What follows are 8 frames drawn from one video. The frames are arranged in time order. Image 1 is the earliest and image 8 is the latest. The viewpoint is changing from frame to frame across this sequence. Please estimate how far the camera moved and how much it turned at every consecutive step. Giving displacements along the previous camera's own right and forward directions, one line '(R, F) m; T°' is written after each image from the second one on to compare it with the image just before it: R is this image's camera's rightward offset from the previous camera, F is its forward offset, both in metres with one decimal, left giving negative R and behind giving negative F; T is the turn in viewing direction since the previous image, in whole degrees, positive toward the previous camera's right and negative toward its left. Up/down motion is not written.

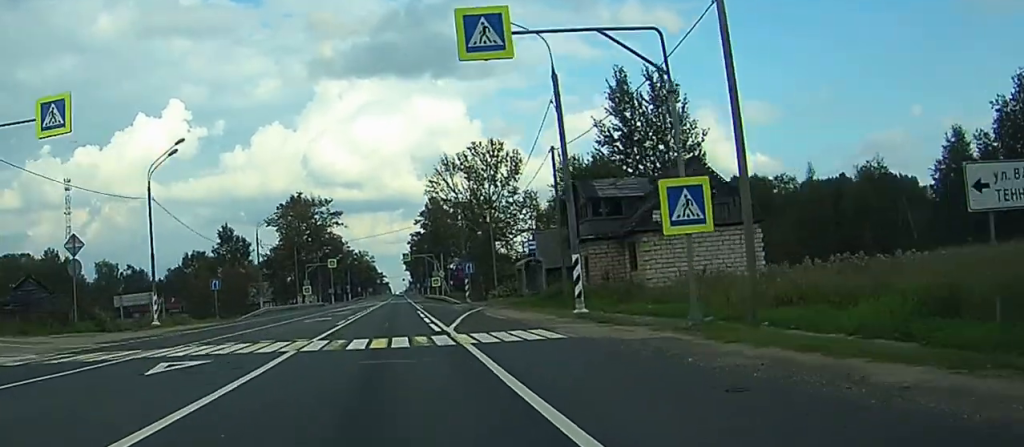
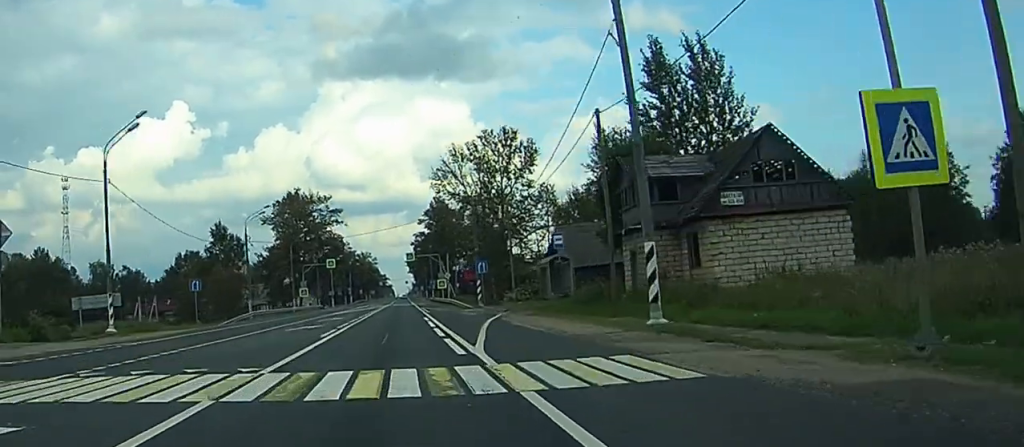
(0.0, +9.1) m; 0°
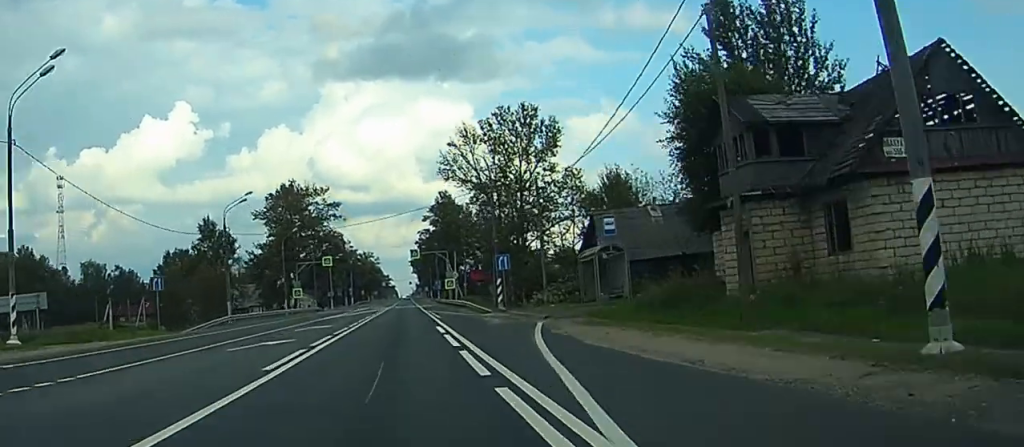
(0.0, +12.4) m; 0°
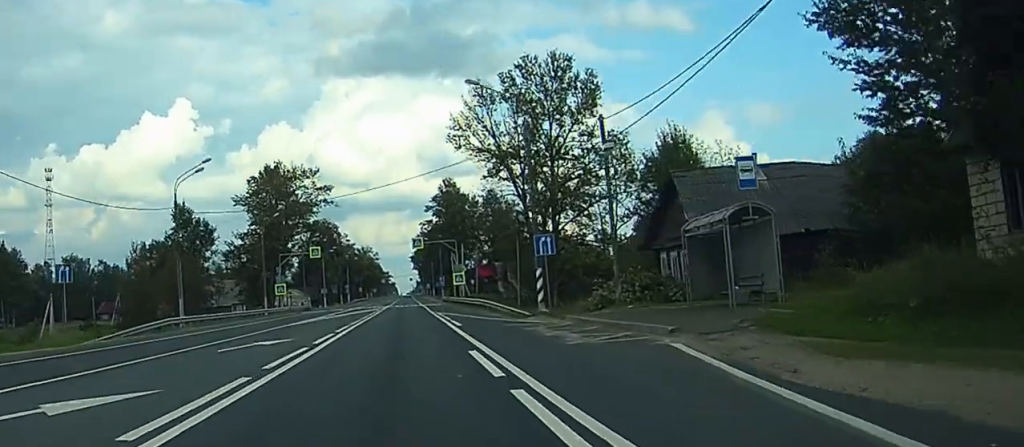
(0.0, +17.1) m; +1°
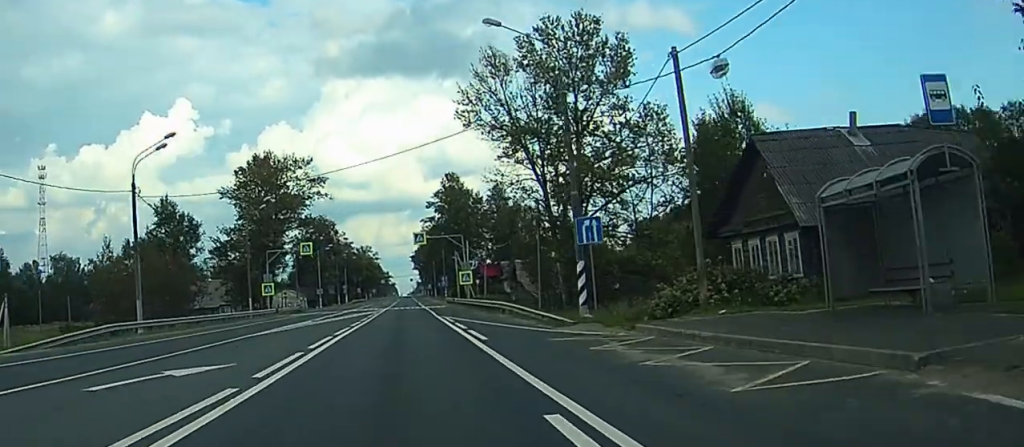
(0.0, +10.1) m; +1°
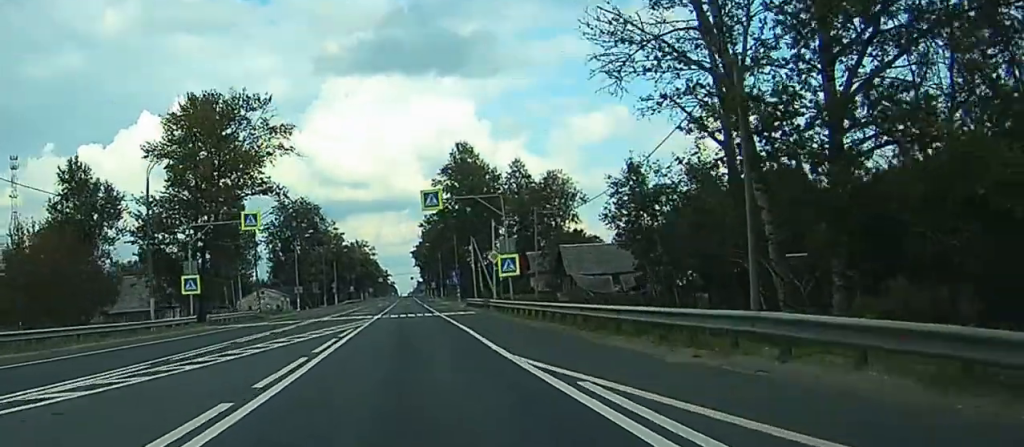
(-1.3, +36.0) m; -4°
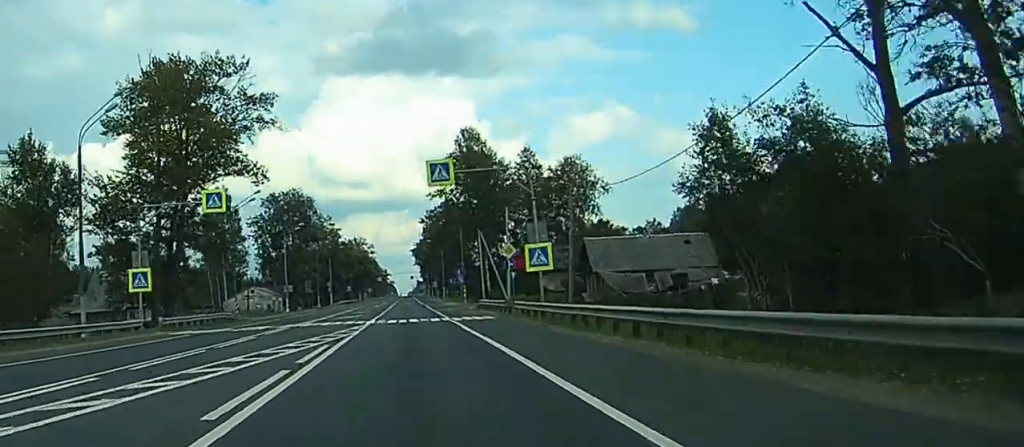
(-0.7, +11.7) m; 0°
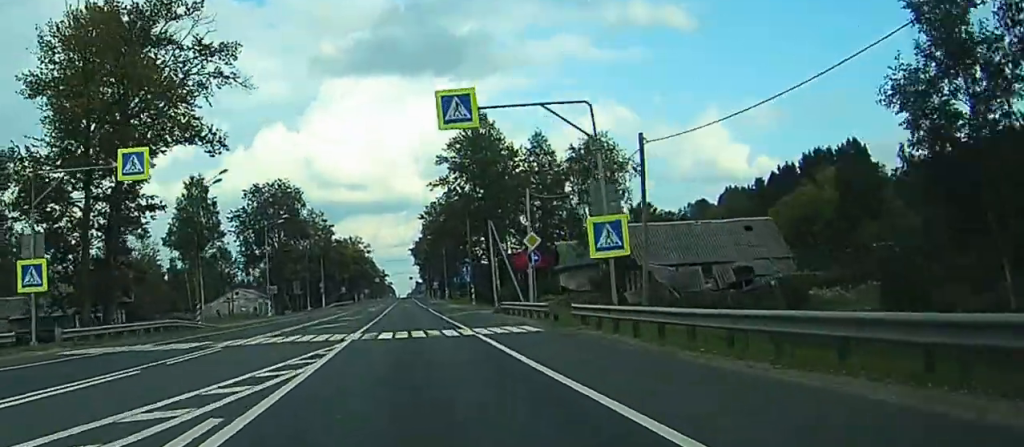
(+1.2, +12.6) m; +3°
